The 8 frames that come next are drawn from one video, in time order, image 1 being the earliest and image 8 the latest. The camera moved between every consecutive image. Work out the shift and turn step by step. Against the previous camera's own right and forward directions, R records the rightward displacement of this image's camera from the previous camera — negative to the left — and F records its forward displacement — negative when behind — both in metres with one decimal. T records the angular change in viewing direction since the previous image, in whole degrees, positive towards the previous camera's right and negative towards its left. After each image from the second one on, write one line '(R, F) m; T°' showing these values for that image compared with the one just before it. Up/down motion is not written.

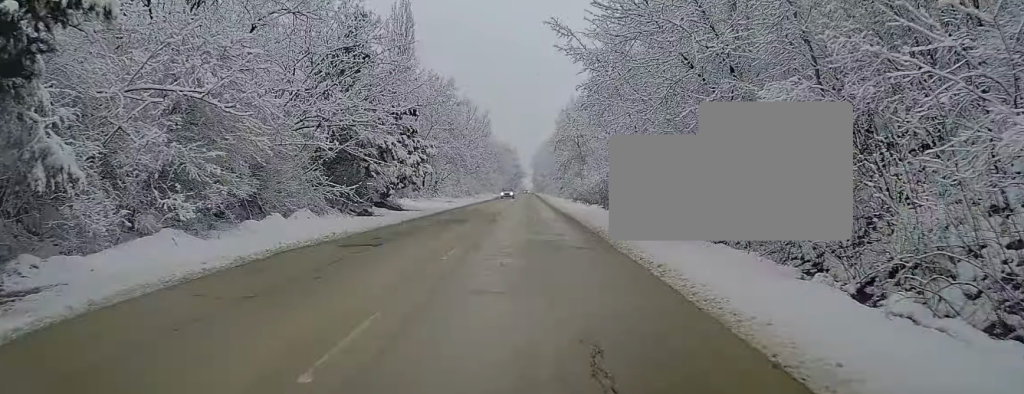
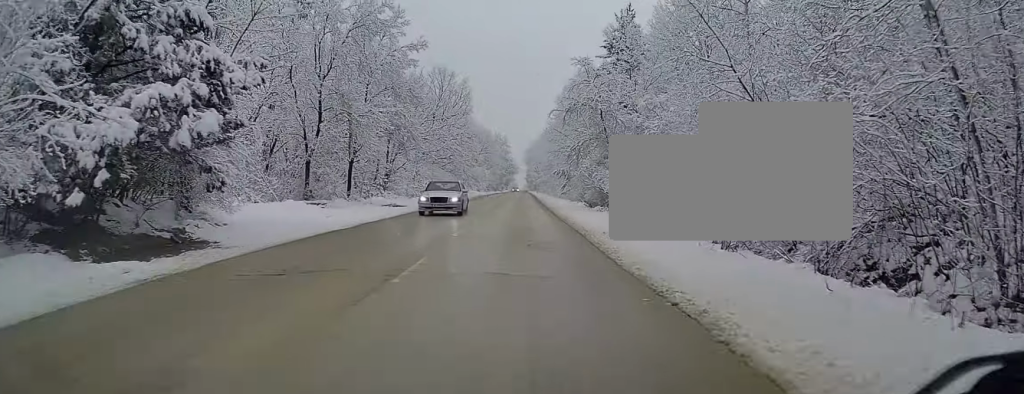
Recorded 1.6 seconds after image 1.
(+0.3, +27.7) m; +1°
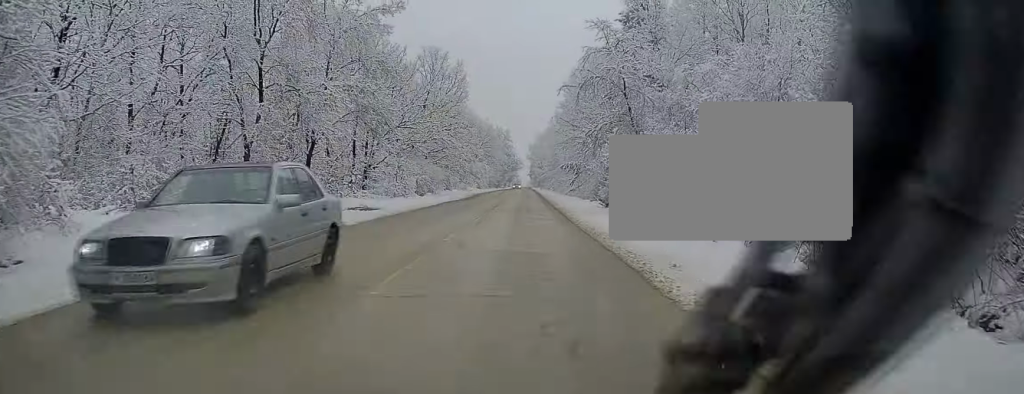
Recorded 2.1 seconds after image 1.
(-0.1, +9.4) m; 0°
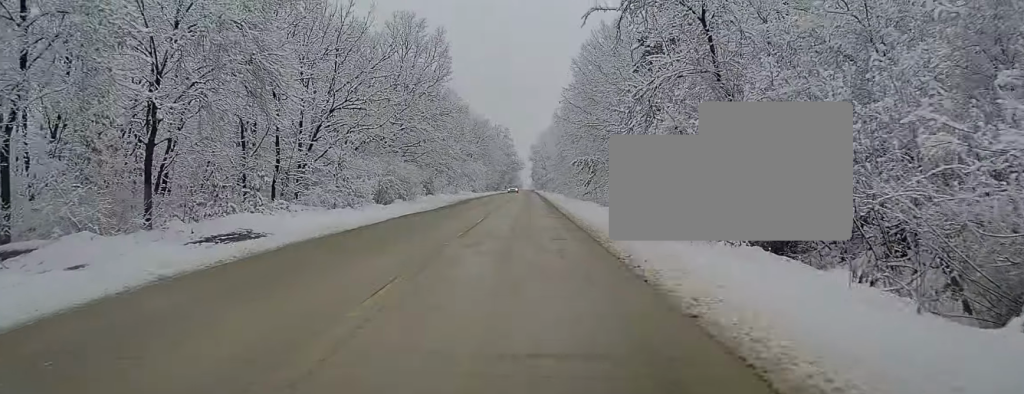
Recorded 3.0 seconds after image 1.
(+0.2, +15.9) m; +1°
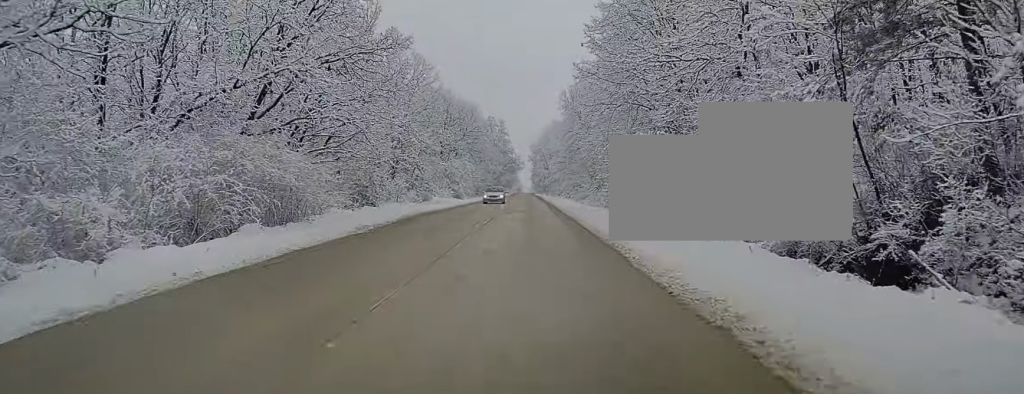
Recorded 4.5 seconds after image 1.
(0.0, +25.6) m; -1°
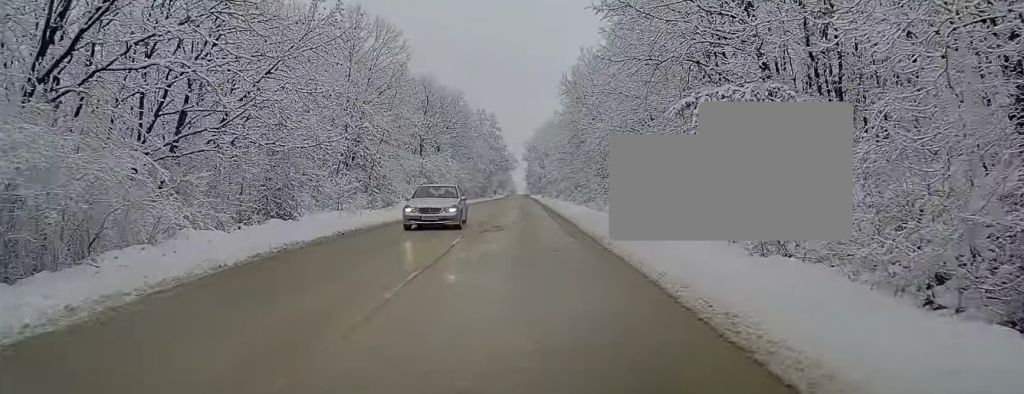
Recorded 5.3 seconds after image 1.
(-0.3, +13.8) m; +1°
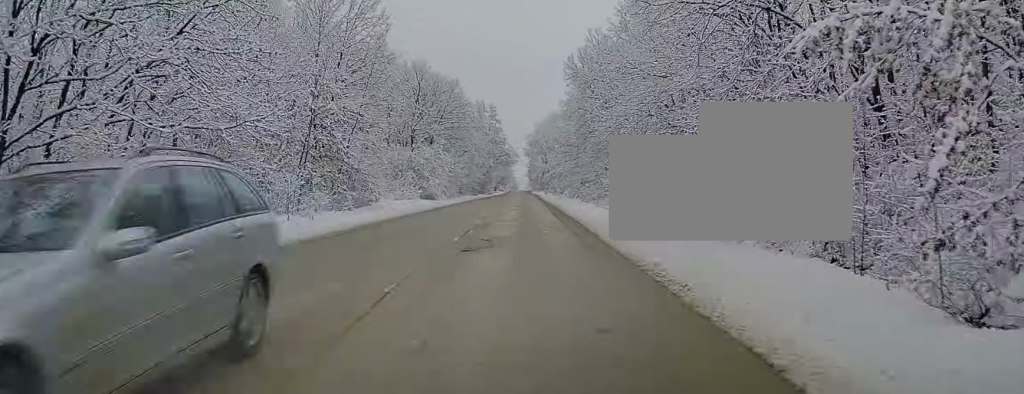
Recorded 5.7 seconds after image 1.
(+0.2, +7.5) m; 0°
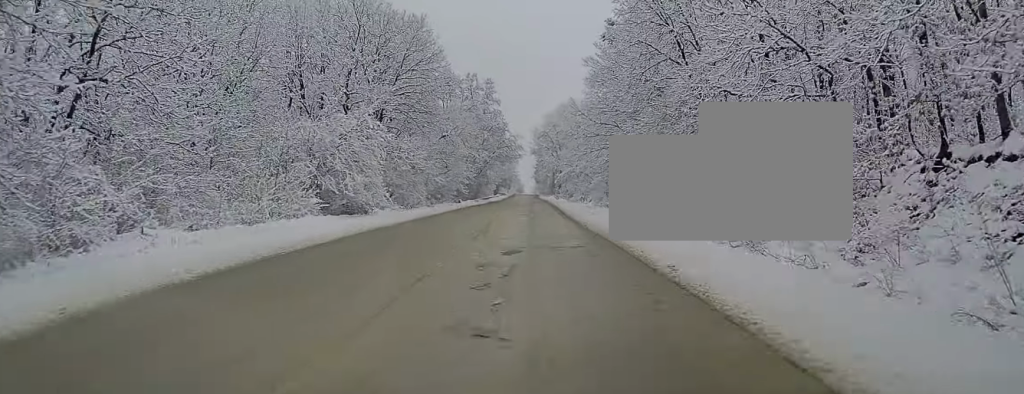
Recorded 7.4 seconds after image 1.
(-0.4, +29.9) m; -1°
